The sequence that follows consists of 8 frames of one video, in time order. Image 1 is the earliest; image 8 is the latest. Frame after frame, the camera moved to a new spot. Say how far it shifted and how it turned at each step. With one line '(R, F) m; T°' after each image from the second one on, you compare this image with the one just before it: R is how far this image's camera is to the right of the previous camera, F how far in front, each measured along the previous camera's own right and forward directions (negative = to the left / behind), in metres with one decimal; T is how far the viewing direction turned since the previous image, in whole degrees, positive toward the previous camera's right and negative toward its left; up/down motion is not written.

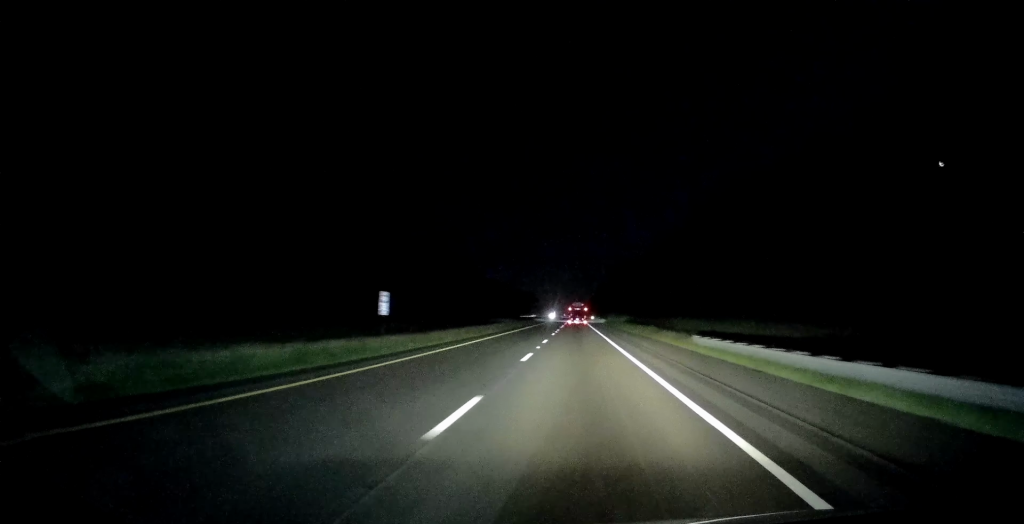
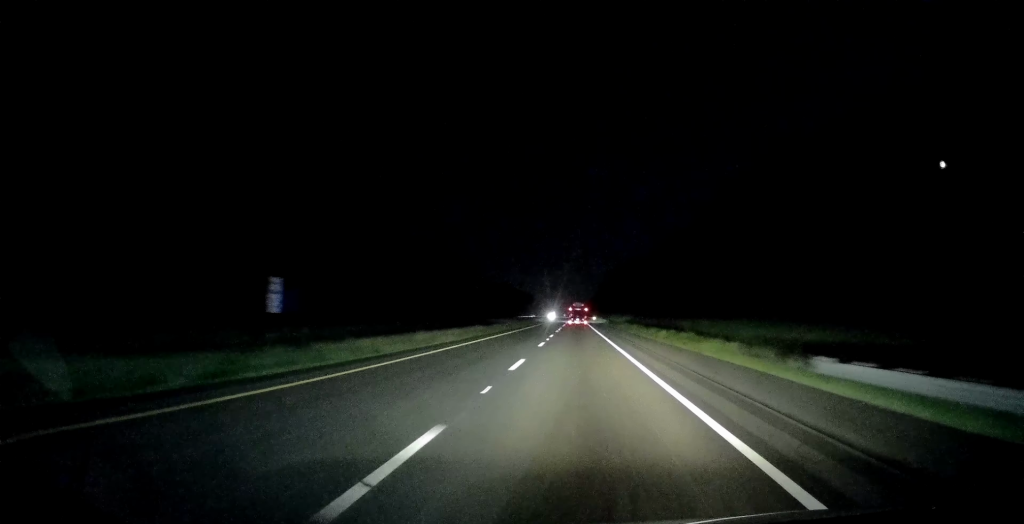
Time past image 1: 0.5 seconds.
(+0.2, +15.2) m; 0°
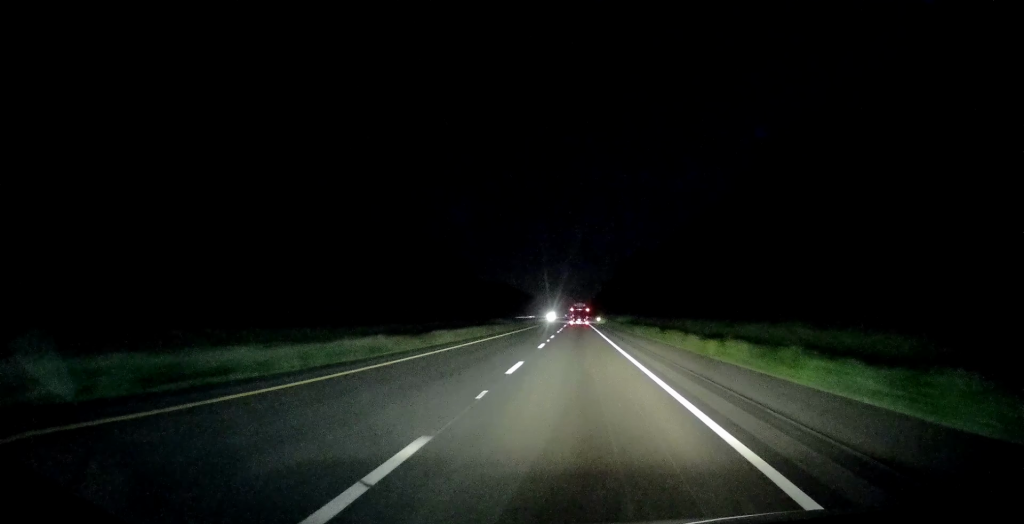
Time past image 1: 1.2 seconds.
(+0.5, +24.9) m; 0°
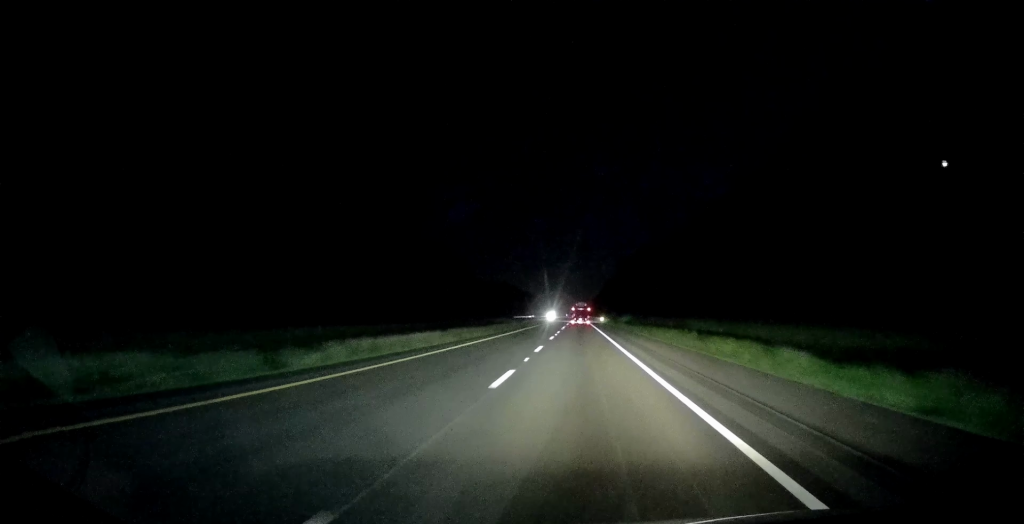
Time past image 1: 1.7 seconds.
(-0.4, +15.0) m; -1°
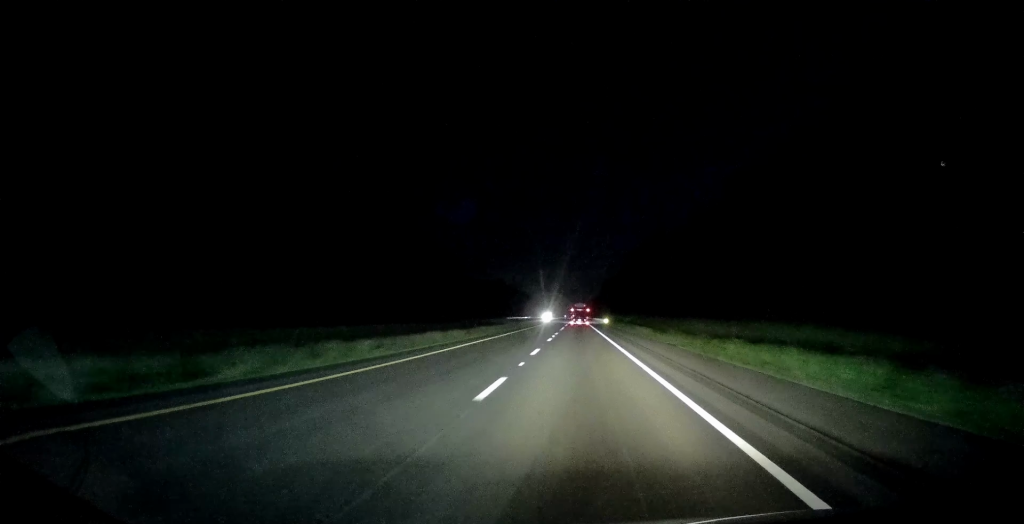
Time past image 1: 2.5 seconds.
(-0.3, +25.8) m; -1°
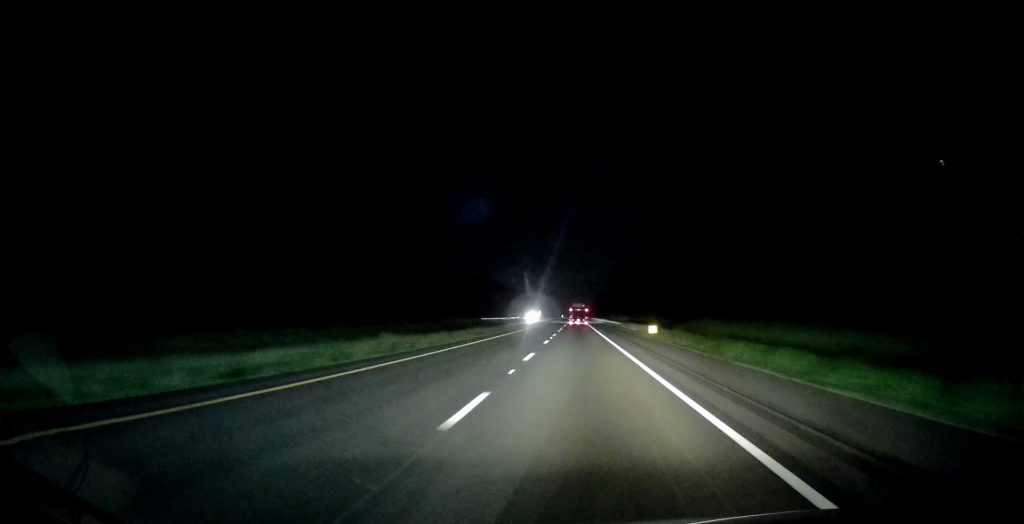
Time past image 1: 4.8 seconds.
(+0.2, +75.3) m; 0°
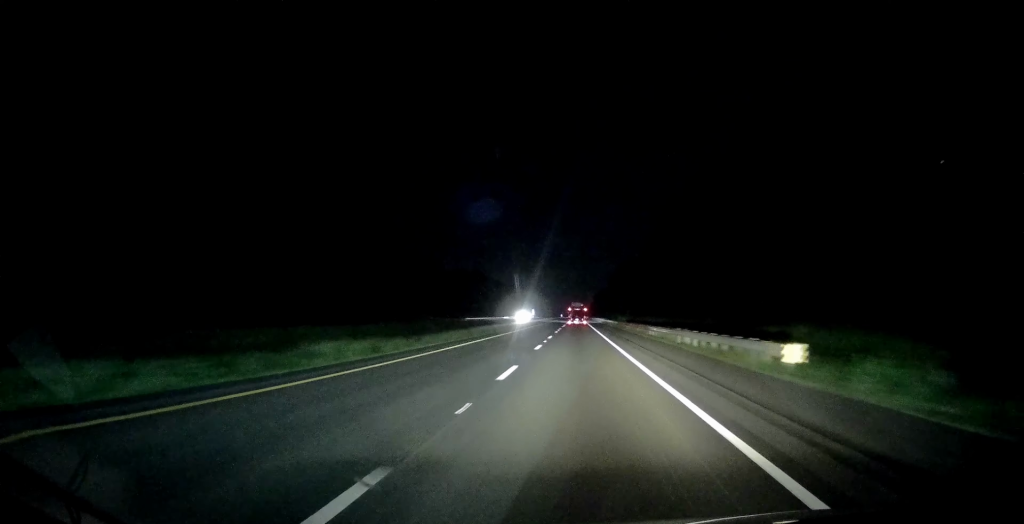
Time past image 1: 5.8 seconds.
(0.0, +30.2) m; 0°
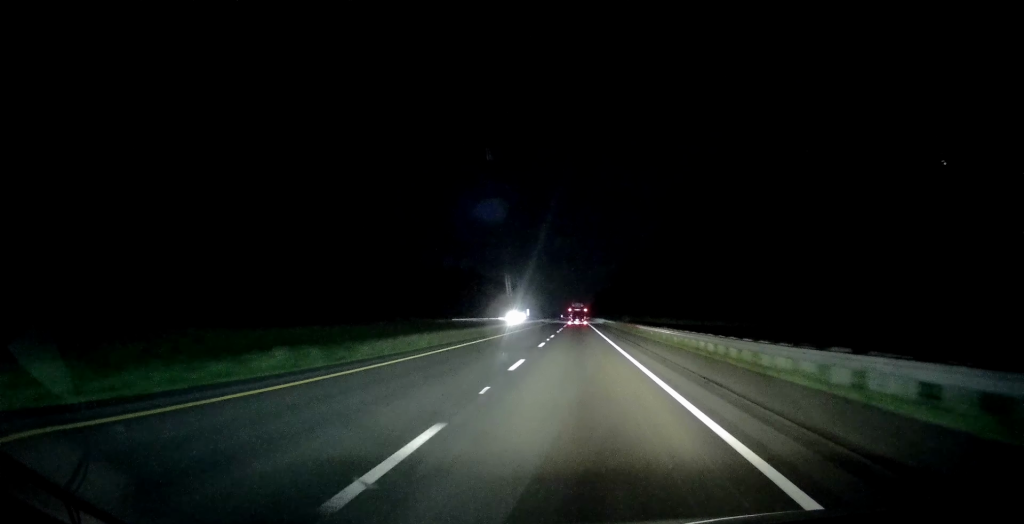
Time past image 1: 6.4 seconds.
(0.0, +21.5) m; 0°
